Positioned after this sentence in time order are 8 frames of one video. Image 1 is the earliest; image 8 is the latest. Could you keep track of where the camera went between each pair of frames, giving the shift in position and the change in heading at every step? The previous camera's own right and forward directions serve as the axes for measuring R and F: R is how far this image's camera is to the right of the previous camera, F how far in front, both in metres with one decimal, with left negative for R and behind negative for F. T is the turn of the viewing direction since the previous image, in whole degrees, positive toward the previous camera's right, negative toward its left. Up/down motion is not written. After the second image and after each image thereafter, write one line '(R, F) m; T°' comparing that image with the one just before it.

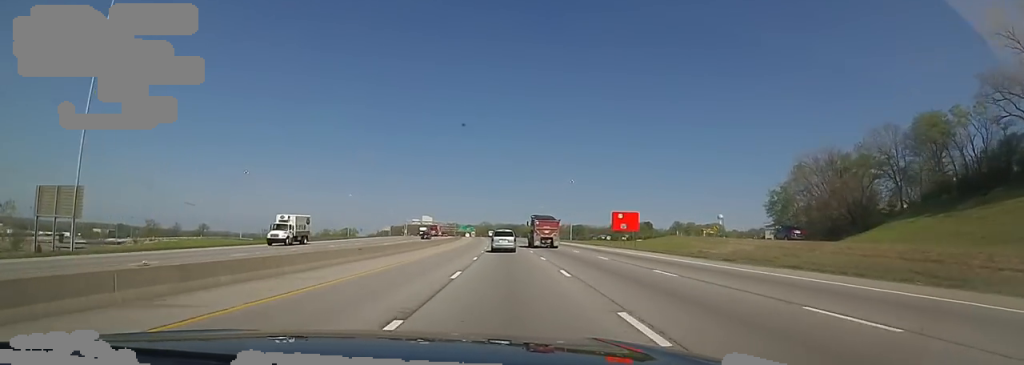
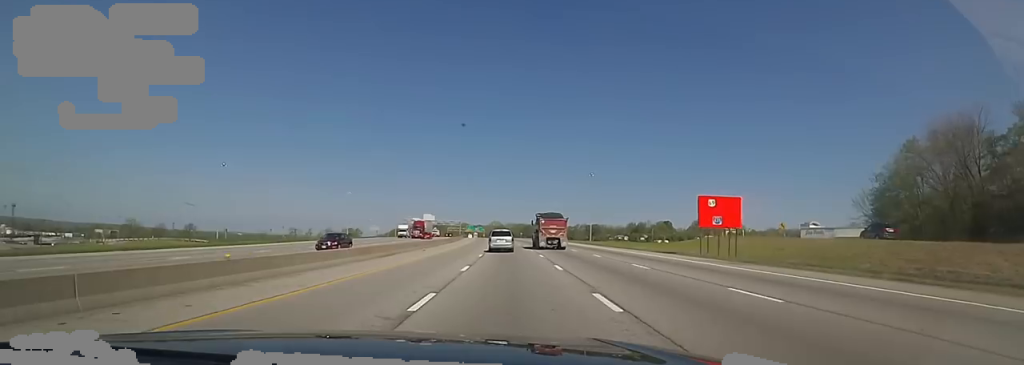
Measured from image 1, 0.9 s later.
(-0.4, +26.9) m; -1°
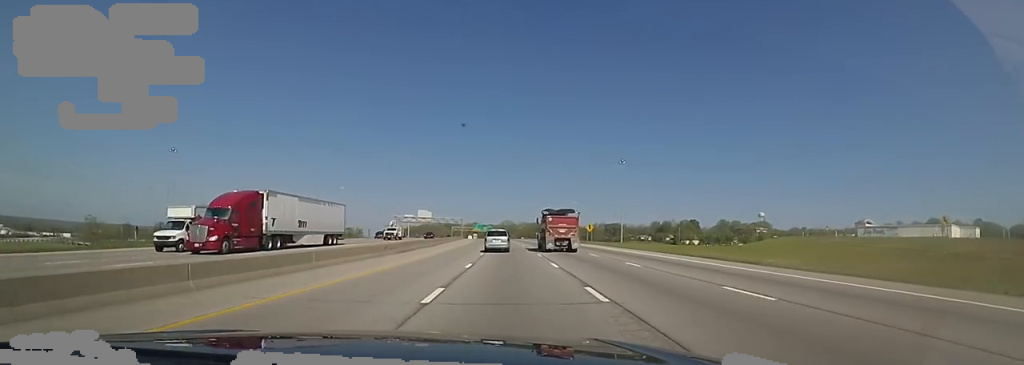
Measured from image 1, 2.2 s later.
(-1.0, +38.9) m; -2°
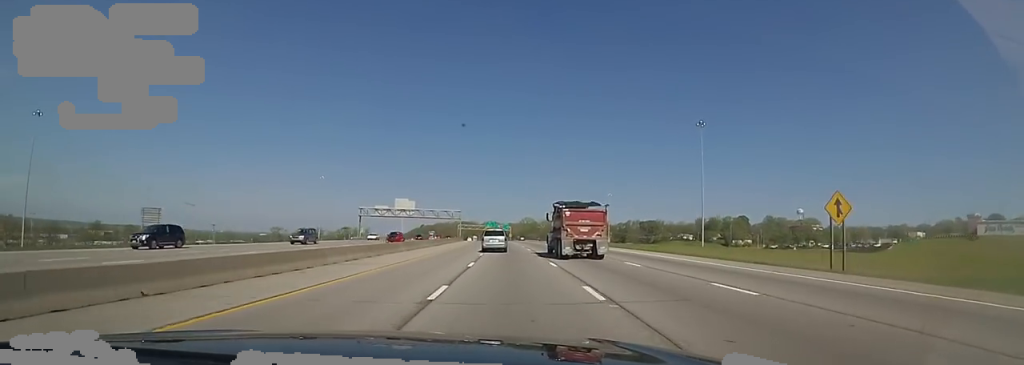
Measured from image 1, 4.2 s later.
(-0.1, +60.5) m; -2°
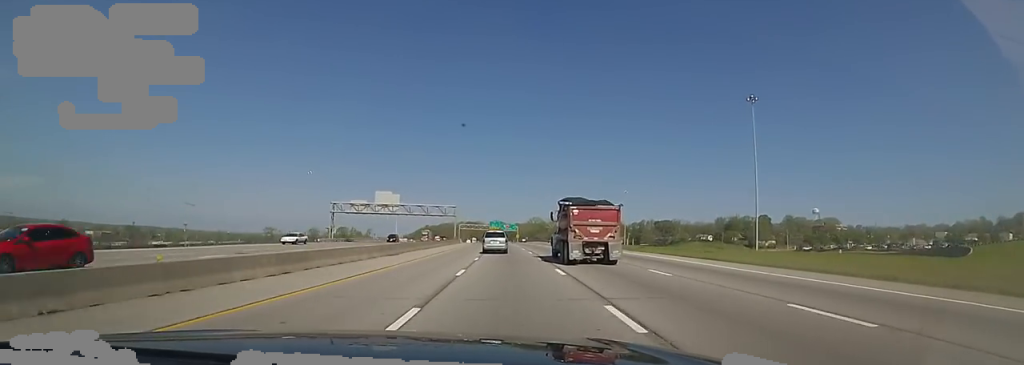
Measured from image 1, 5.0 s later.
(-0.5, +23.7) m; -1°
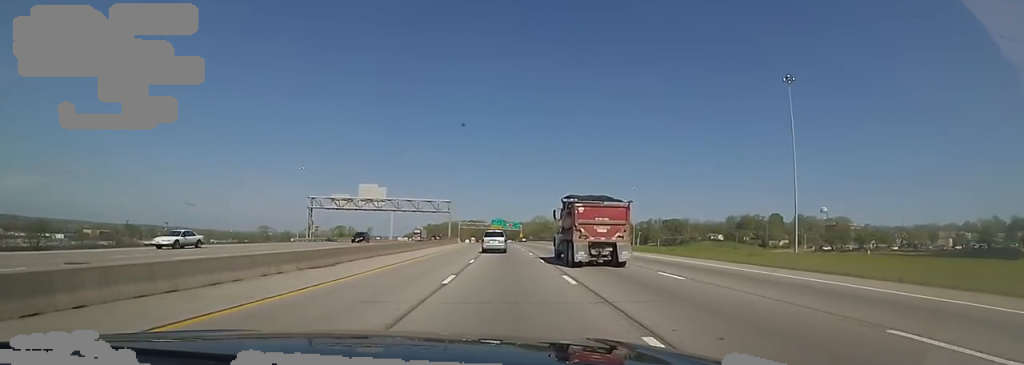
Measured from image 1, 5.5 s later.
(+0.1, +12.9) m; 0°
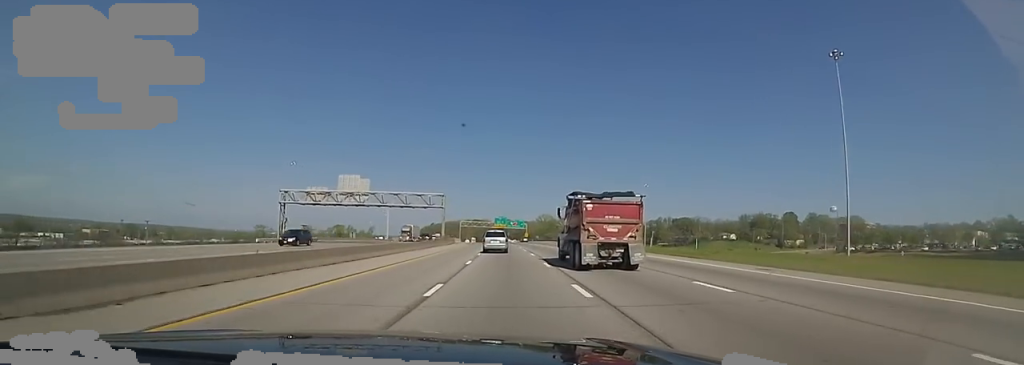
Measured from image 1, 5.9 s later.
(-0.1, +12.9) m; 0°
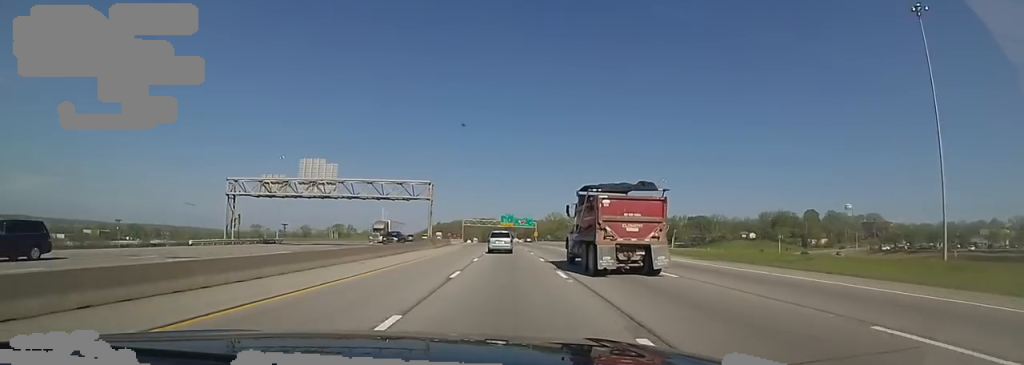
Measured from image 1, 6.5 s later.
(-0.3, +16.9) m; 0°
